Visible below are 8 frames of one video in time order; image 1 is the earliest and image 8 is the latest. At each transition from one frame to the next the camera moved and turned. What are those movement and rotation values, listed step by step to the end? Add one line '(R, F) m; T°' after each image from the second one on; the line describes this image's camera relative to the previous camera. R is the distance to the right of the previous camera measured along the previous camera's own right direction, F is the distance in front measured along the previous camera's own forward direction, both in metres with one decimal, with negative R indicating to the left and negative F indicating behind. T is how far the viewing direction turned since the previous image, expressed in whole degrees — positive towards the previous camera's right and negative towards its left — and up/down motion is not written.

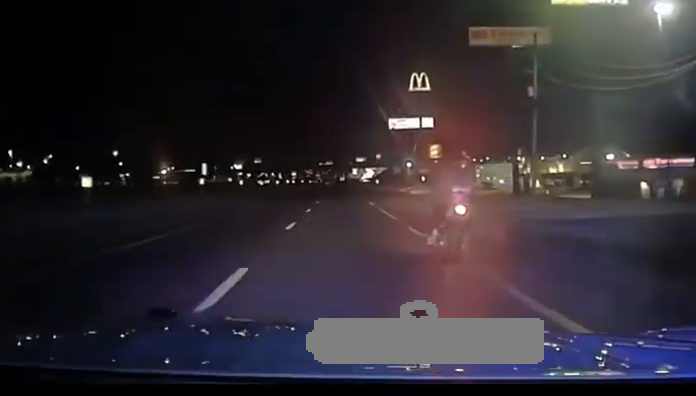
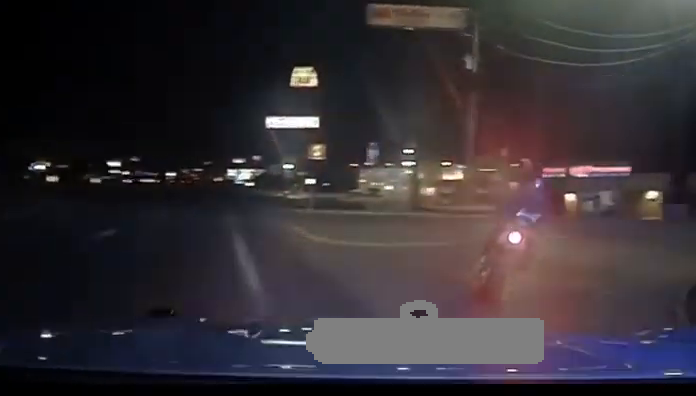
(+0.6, +16.6) m; +9°
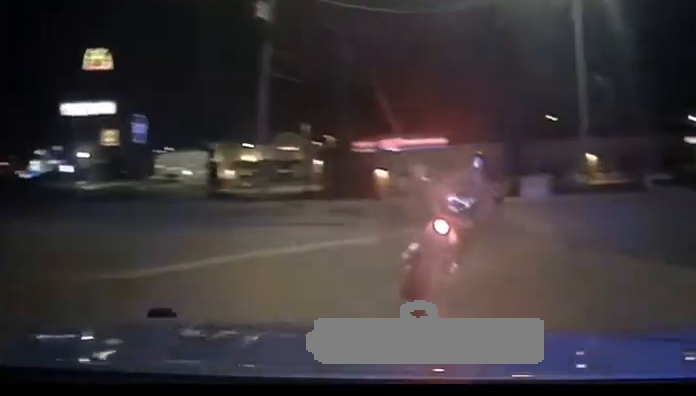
(+0.1, +8.4) m; +11°
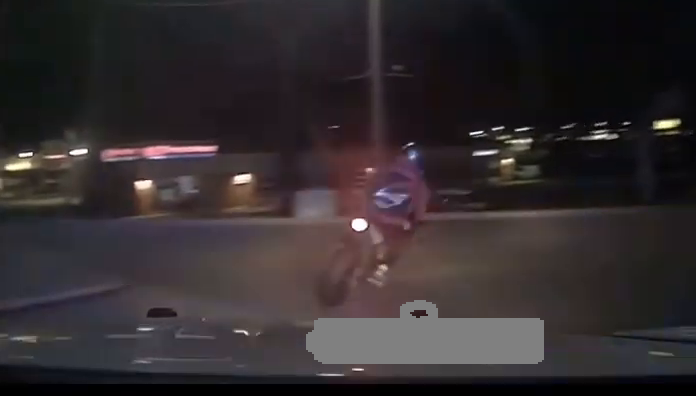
(+1.5, +7.1) m; +25°
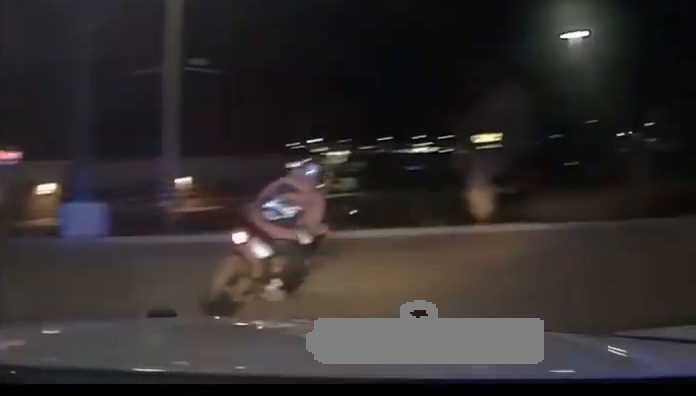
(+0.4, +3.7) m; +15°
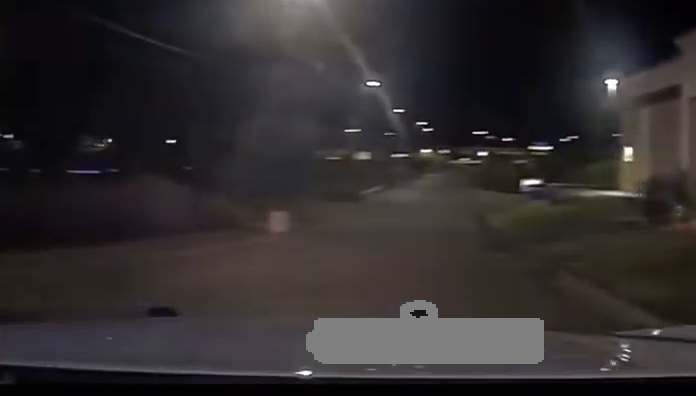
(+7.3, +13.2) m; +40°
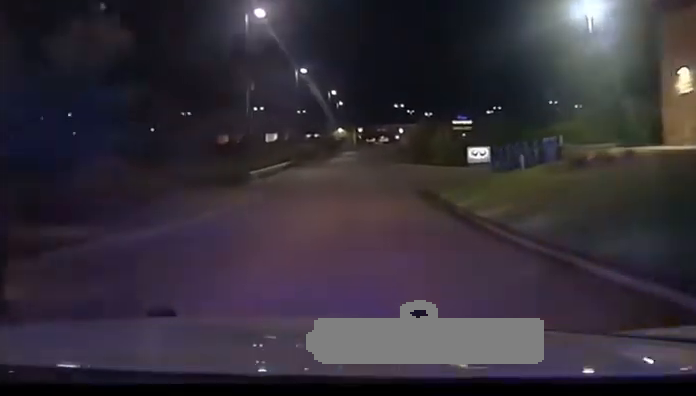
(+2.4, +20.0) m; +11°
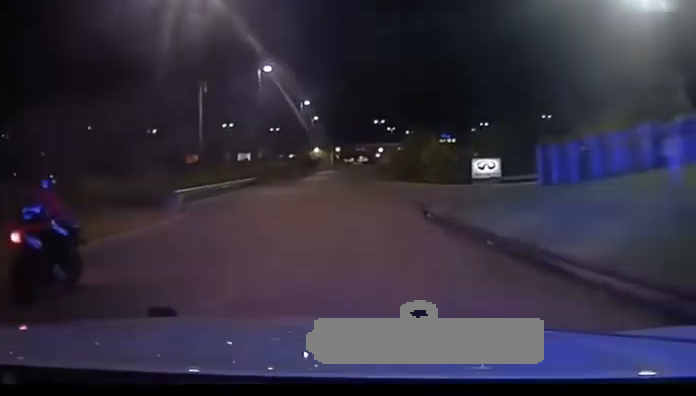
(+0.5, +13.0) m; +2°
